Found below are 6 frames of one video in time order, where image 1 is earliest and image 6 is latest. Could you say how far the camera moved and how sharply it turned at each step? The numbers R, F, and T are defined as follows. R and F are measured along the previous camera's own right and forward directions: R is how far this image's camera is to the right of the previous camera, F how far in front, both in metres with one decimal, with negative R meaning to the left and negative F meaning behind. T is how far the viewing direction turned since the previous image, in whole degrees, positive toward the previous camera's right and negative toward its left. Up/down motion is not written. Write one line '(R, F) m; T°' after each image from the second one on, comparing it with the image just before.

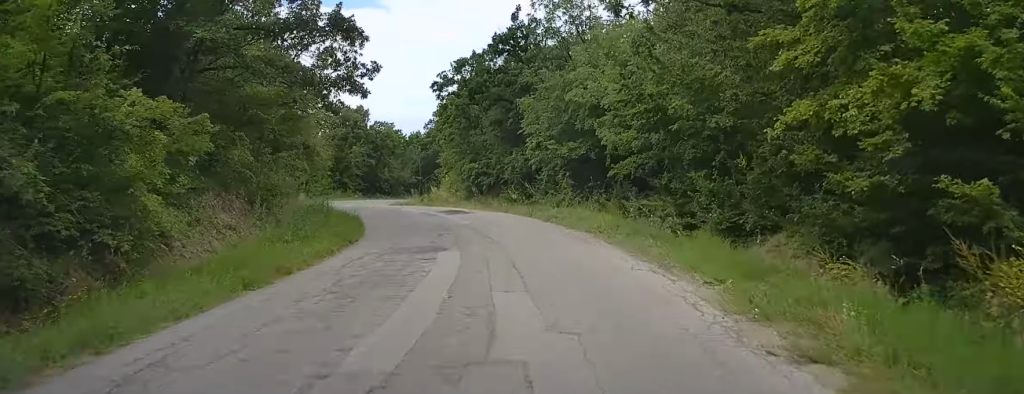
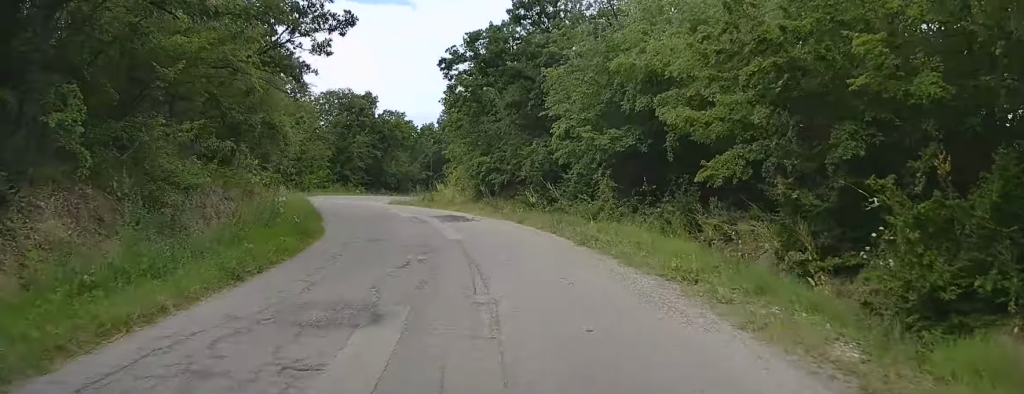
(+0.1, +7.5) m; -3°
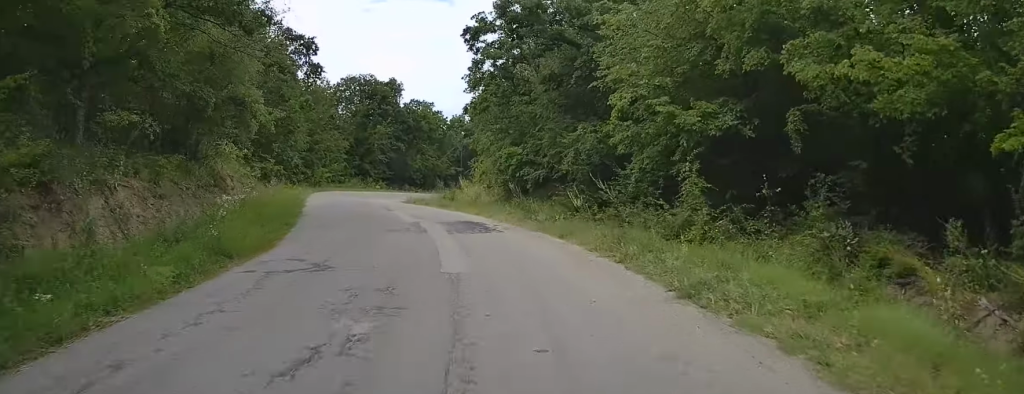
(-0.5, +6.4) m; -3°
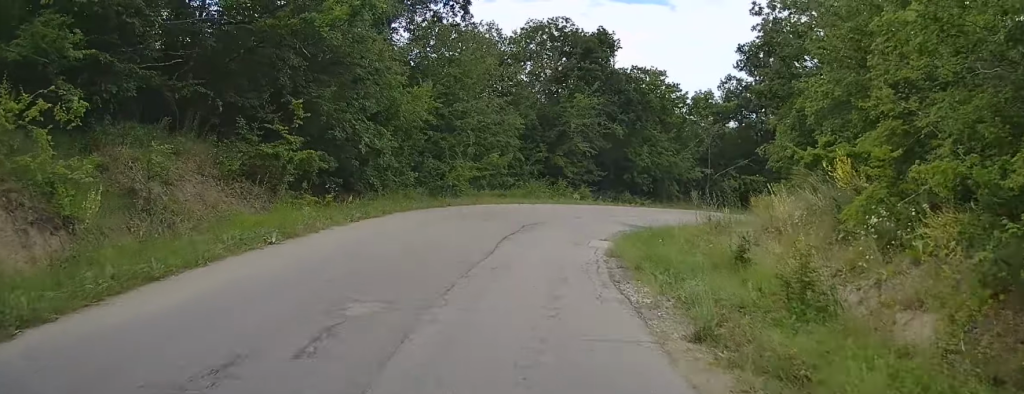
(-2.2, +24.5) m; -11°
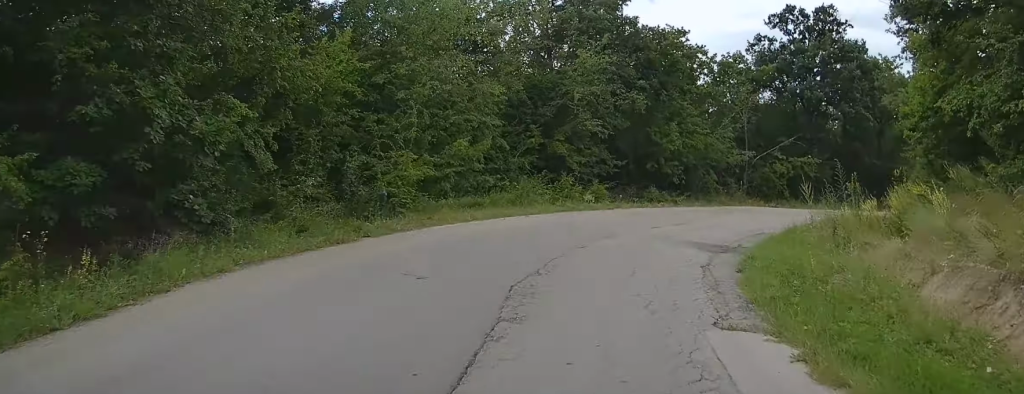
(-0.6, +11.2) m; 0°
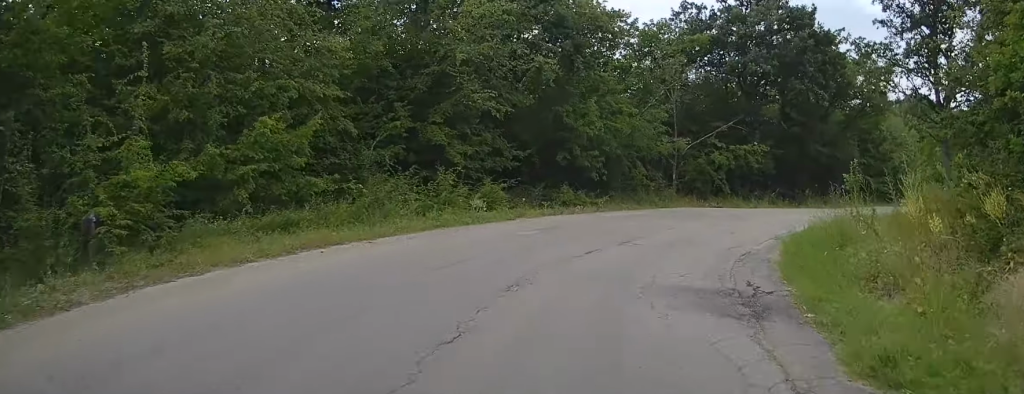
(0.0, +7.8) m; +7°
